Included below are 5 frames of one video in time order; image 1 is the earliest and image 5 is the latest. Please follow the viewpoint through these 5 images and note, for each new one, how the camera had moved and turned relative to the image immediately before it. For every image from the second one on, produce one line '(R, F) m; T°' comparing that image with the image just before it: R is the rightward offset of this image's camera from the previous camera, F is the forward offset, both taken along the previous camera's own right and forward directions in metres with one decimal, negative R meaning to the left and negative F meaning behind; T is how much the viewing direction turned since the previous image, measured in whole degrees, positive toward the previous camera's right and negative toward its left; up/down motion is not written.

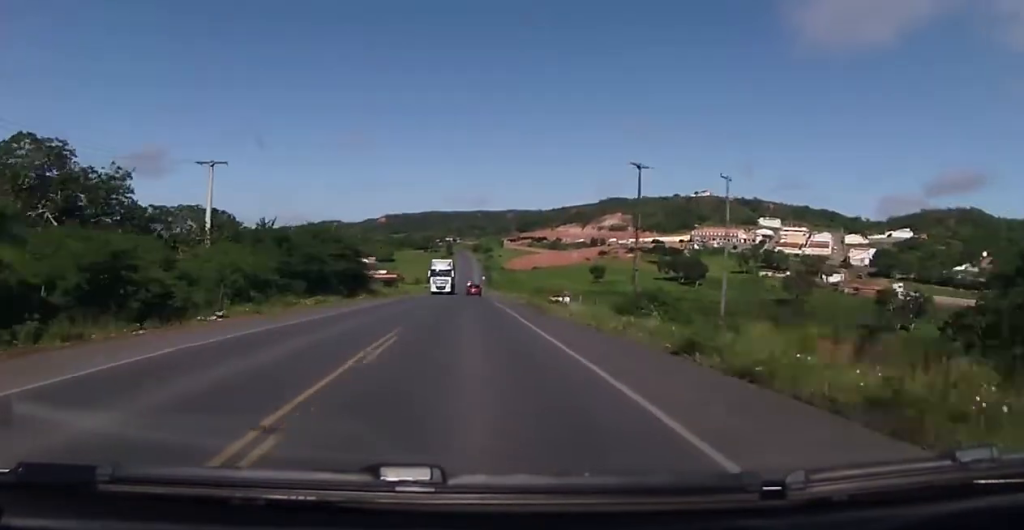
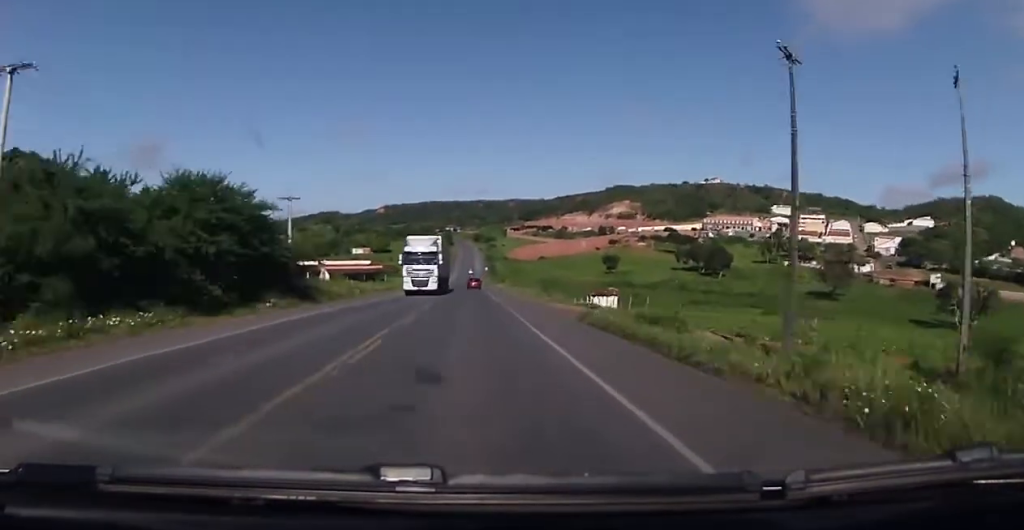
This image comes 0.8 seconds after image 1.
(+0.2, +23.7) m; 0°
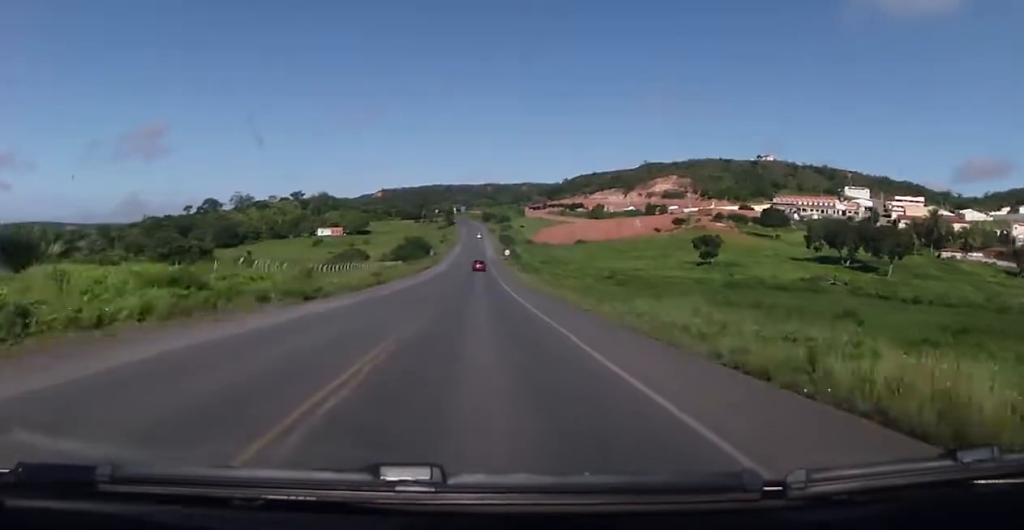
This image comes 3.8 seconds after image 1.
(0.0, +99.6) m; 0°
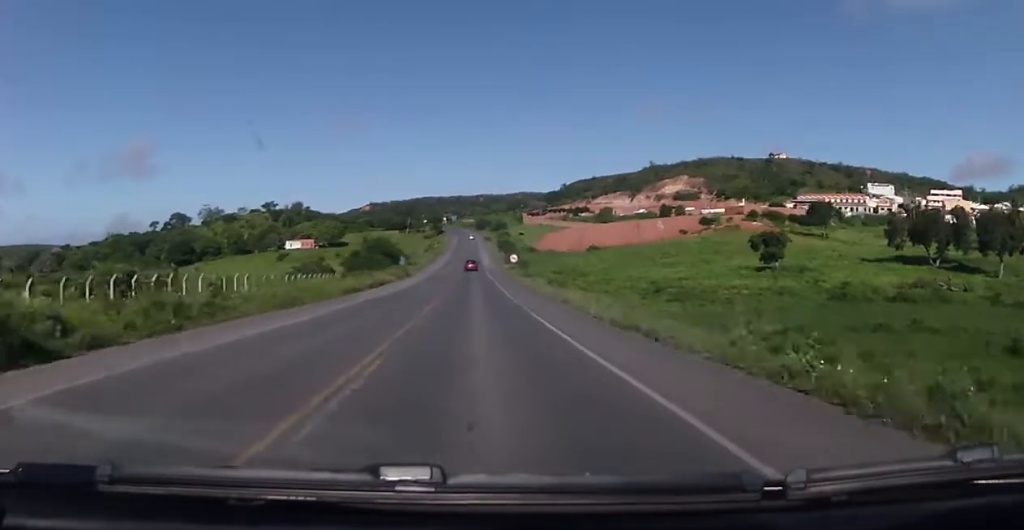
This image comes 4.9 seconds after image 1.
(-0.1, +38.0) m; 0°
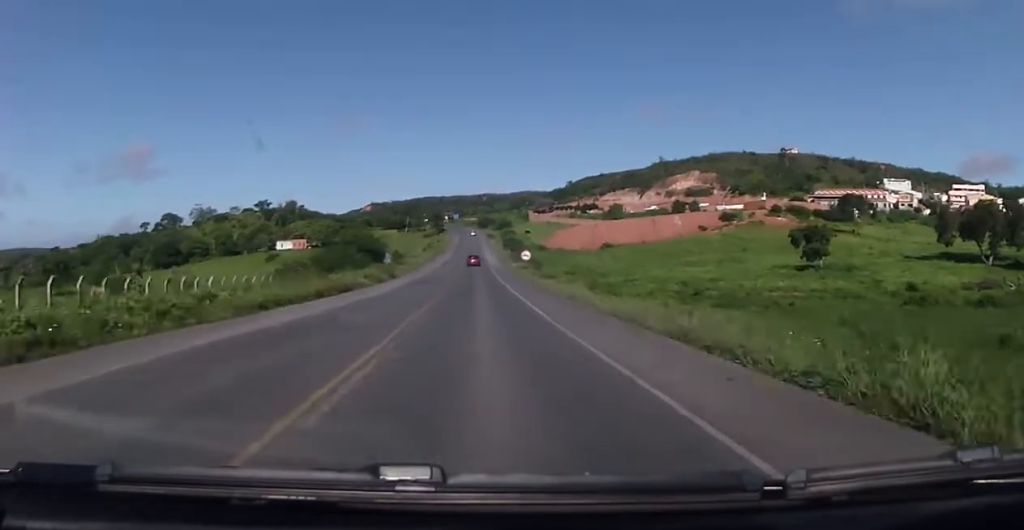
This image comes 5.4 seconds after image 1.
(+0.1, +15.2) m; 0°
